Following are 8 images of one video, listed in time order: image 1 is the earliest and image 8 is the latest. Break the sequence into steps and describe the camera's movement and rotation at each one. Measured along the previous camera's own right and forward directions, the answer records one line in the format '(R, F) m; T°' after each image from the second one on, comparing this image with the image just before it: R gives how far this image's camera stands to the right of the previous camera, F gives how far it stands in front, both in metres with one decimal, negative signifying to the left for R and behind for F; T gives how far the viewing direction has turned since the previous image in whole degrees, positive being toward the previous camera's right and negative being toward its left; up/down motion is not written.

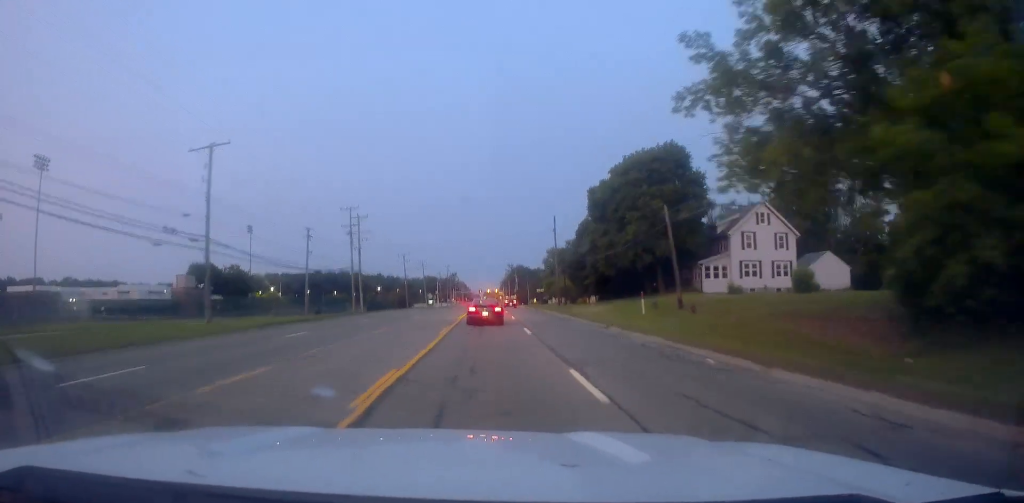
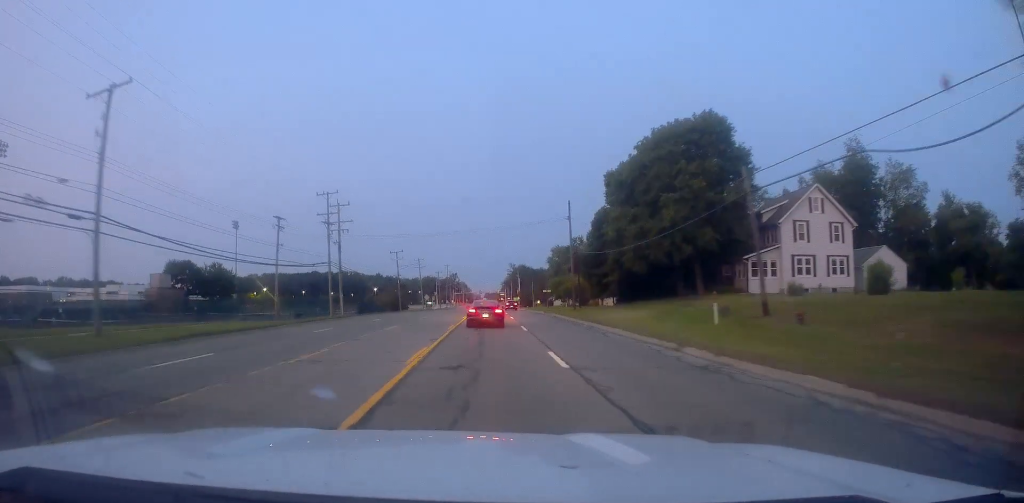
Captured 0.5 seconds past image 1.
(+0.1, +11.1) m; 0°
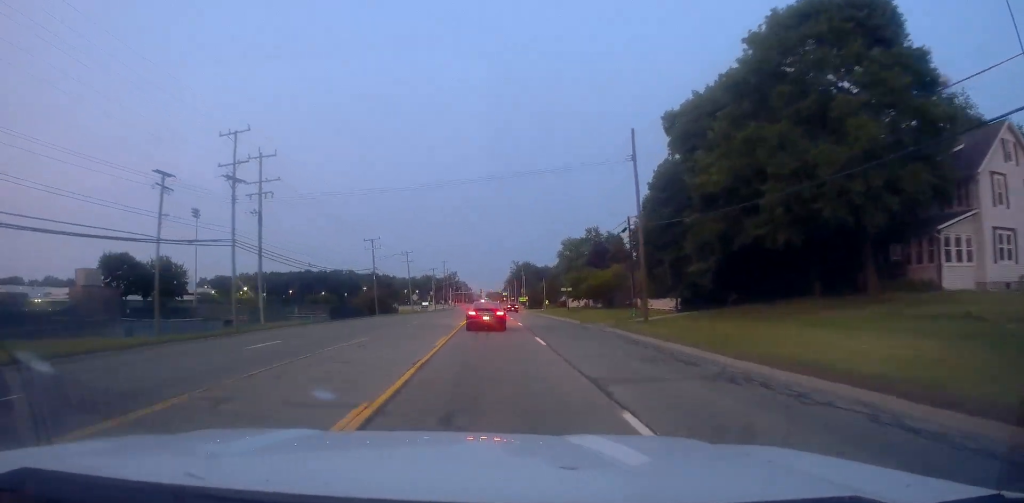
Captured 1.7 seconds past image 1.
(-0.4, +24.3) m; -2°
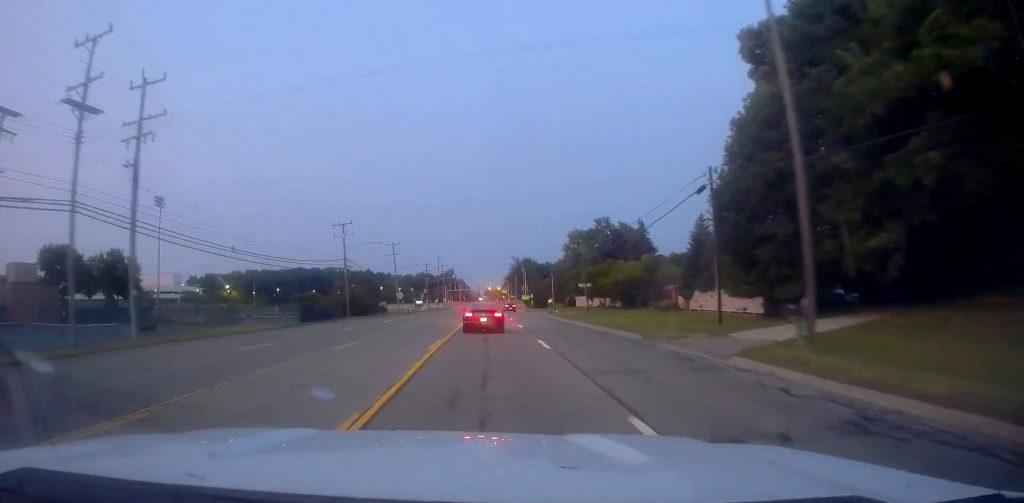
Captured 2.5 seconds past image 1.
(-0.4, +16.7) m; 0°
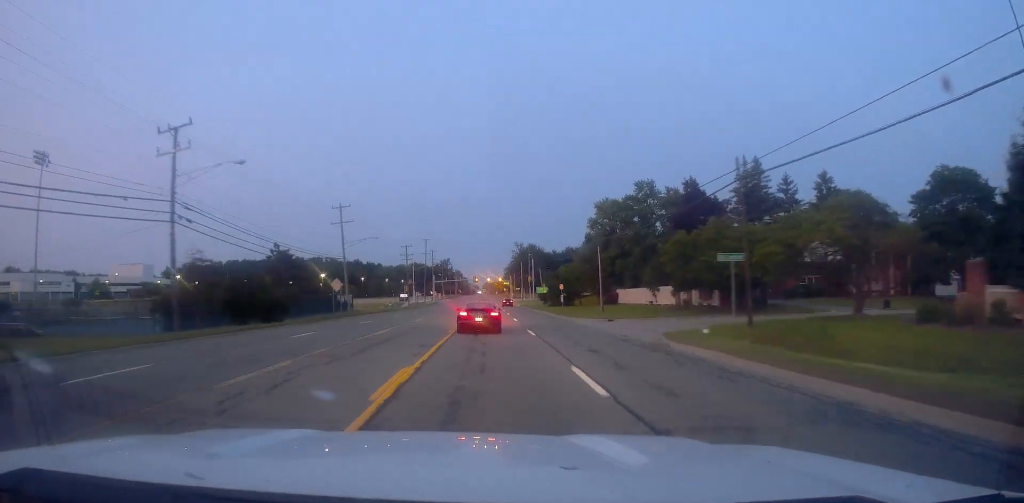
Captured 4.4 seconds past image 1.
(+0.6, +39.9) m; +1°
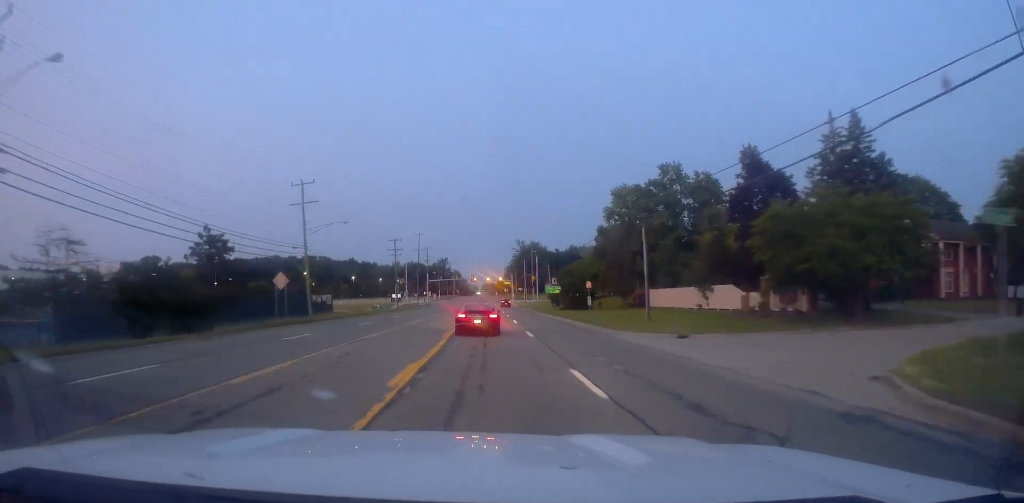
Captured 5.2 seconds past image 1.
(+0.3, +15.5) m; -1°
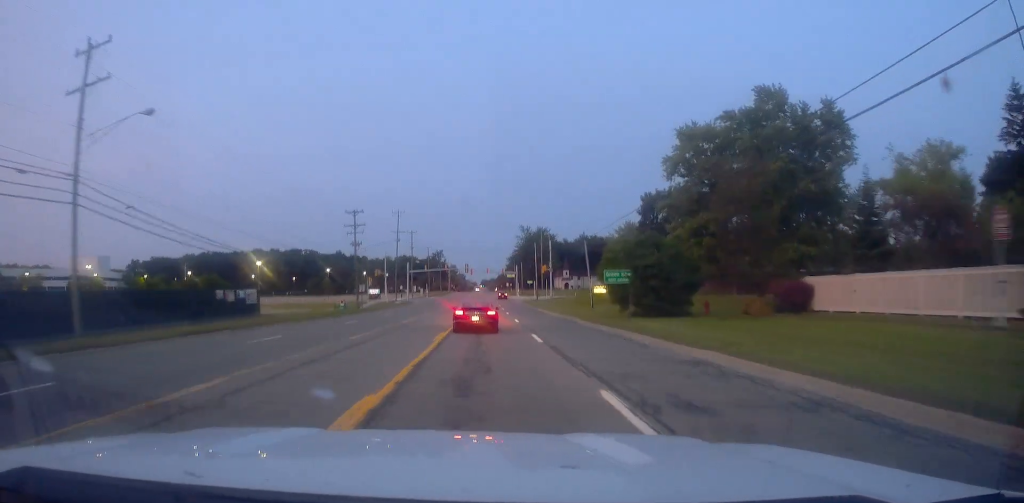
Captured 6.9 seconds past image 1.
(-0.3, +34.8) m; +1°
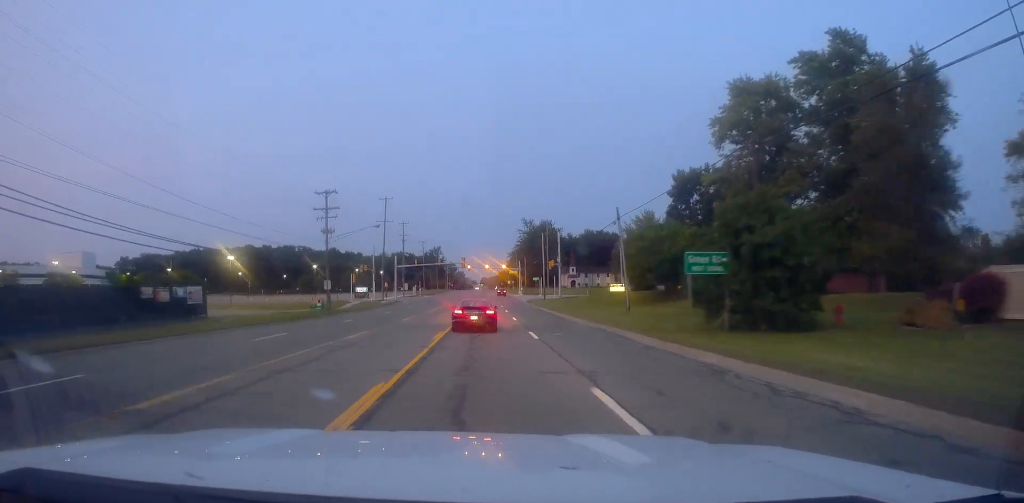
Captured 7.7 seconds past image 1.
(+0.2, +14.6) m; 0°
